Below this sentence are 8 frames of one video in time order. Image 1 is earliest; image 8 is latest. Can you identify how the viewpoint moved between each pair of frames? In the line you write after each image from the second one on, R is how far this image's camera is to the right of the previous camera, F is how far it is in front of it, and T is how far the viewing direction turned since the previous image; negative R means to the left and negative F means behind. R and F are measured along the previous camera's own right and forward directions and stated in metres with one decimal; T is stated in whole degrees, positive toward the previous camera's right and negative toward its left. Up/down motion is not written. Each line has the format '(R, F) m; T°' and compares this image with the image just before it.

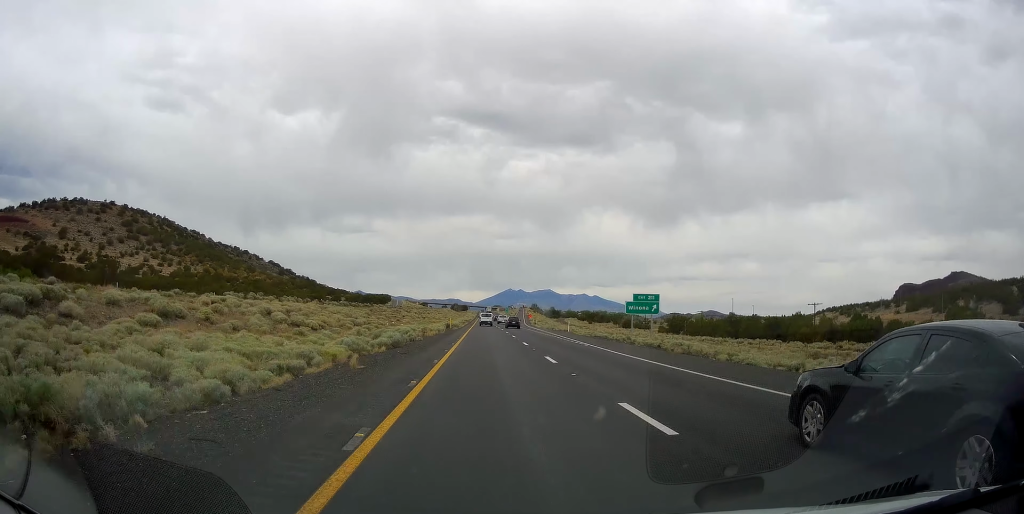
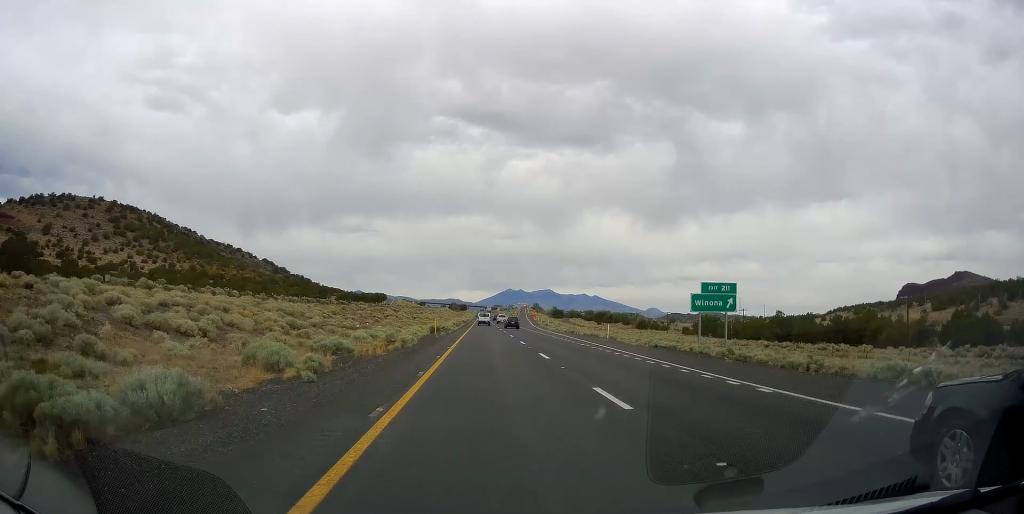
(0.0, +22.4) m; 0°
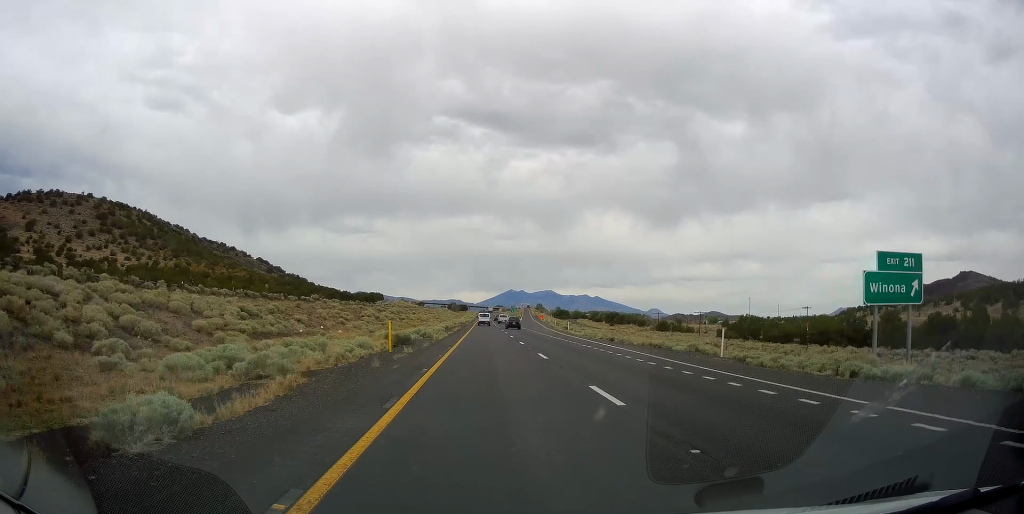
(-0.1, +23.4) m; 0°
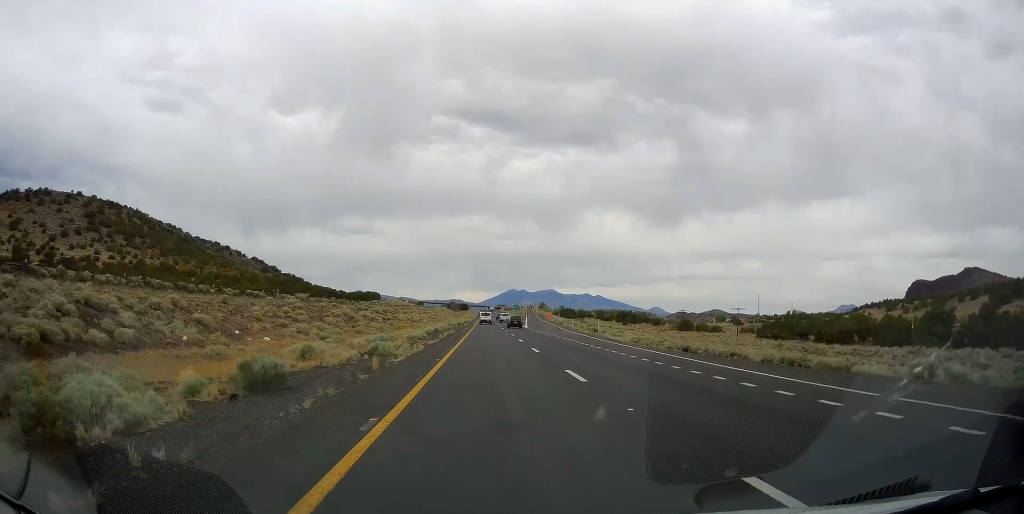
(0.0, +20.4) m; -1°
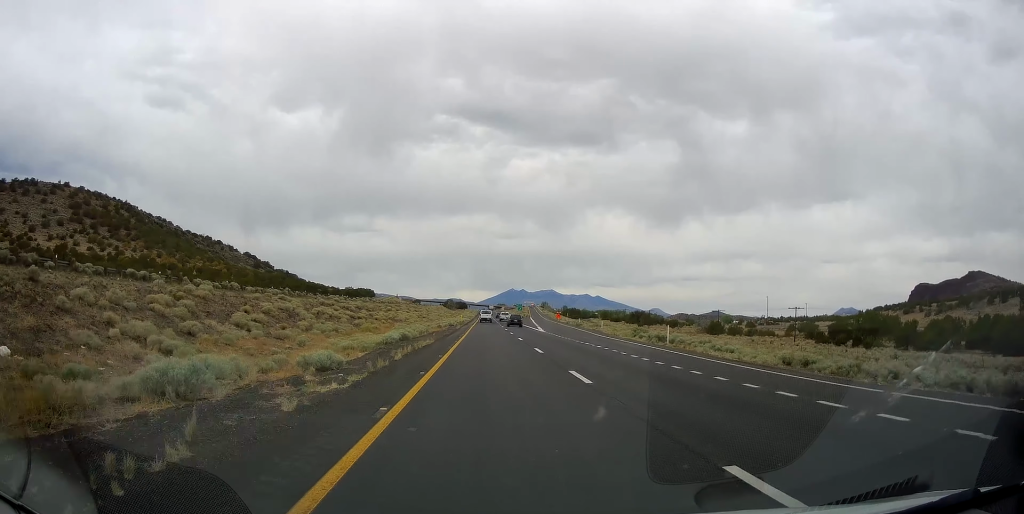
(-0.2, +23.5) m; 0°
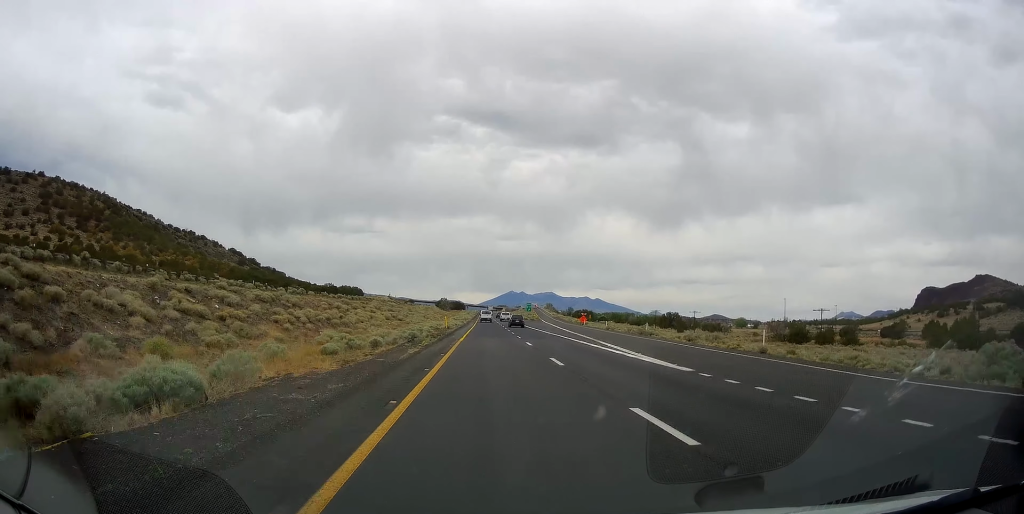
(-0.2, +42.0) m; +1°
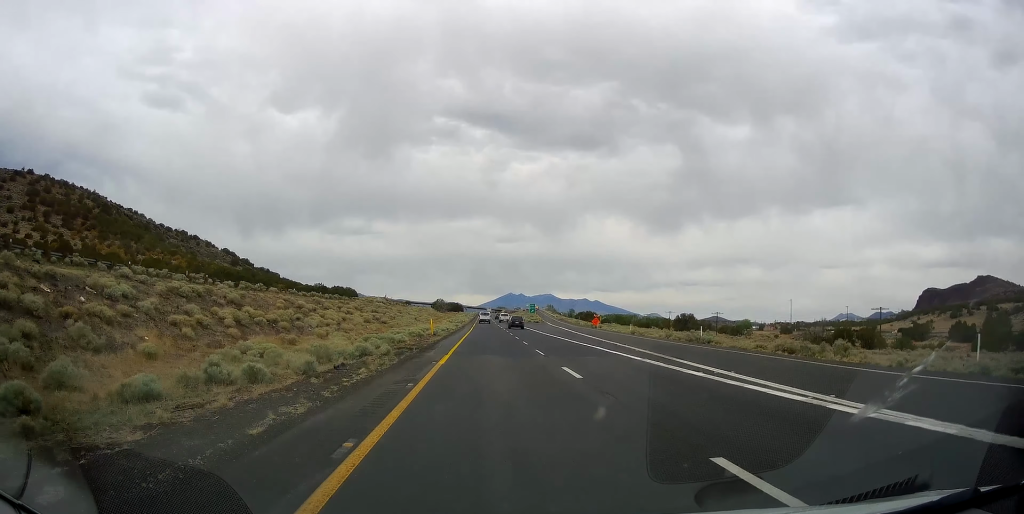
(+0.1, +15.3) m; 0°
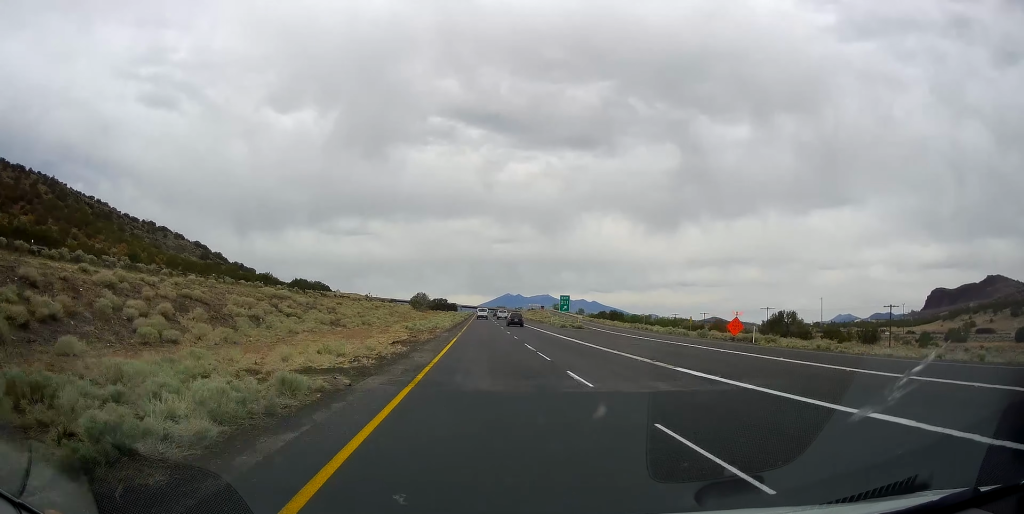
(-0.4, +62.3) m; 0°
